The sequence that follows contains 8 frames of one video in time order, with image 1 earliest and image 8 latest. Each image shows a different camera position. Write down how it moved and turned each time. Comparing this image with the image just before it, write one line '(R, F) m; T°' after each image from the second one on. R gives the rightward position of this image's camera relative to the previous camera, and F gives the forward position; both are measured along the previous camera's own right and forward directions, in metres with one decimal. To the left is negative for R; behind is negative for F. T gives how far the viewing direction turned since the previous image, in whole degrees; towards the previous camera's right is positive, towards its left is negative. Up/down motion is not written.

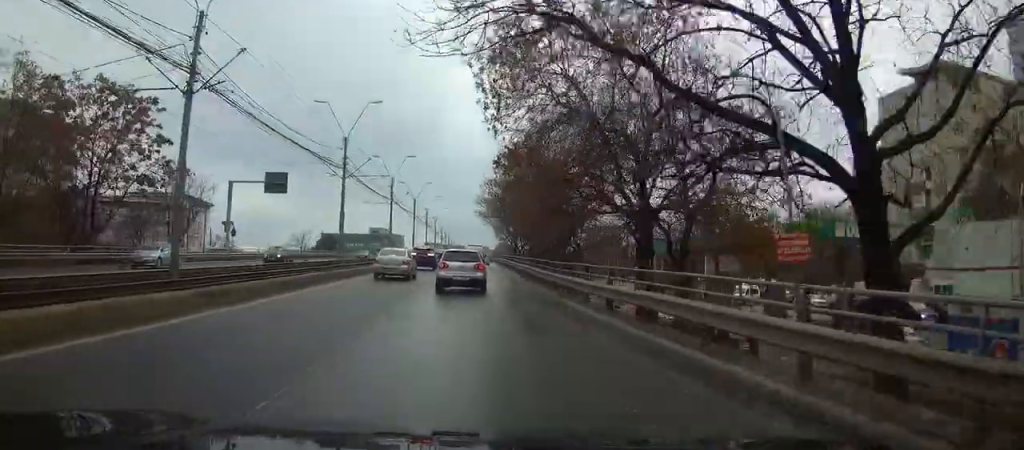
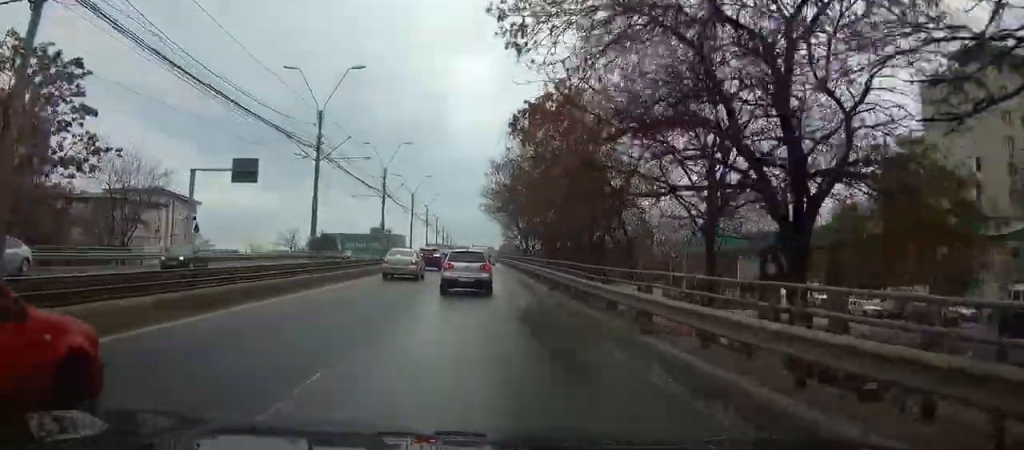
(0.0, +9.7) m; 0°
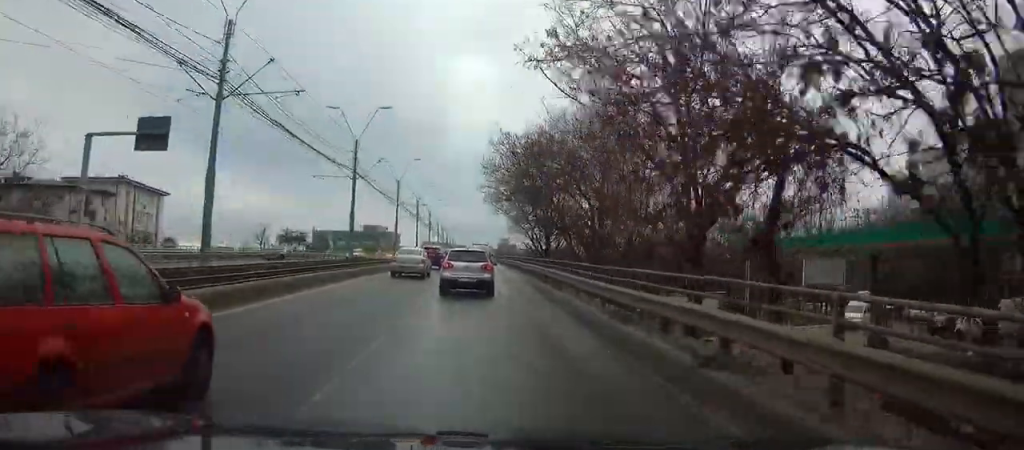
(-0.2, +15.3) m; 0°
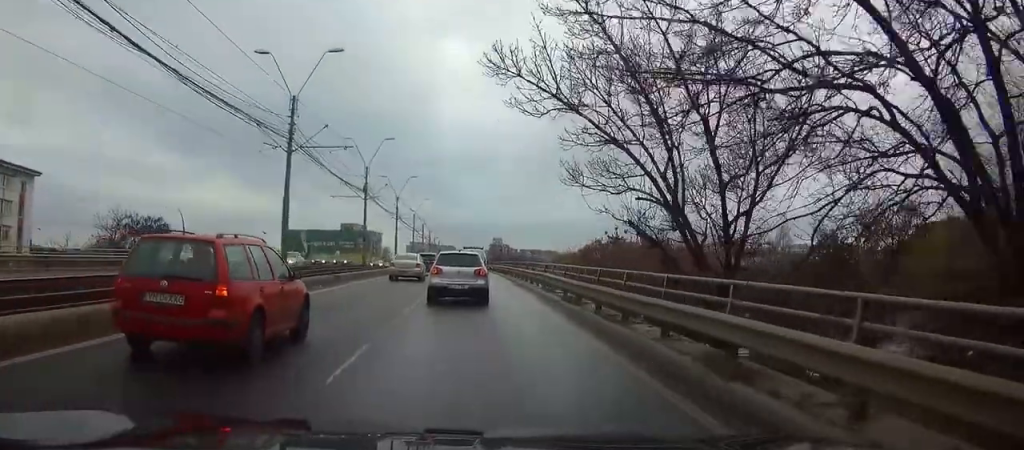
(+0.7, +43.3) m; +1°
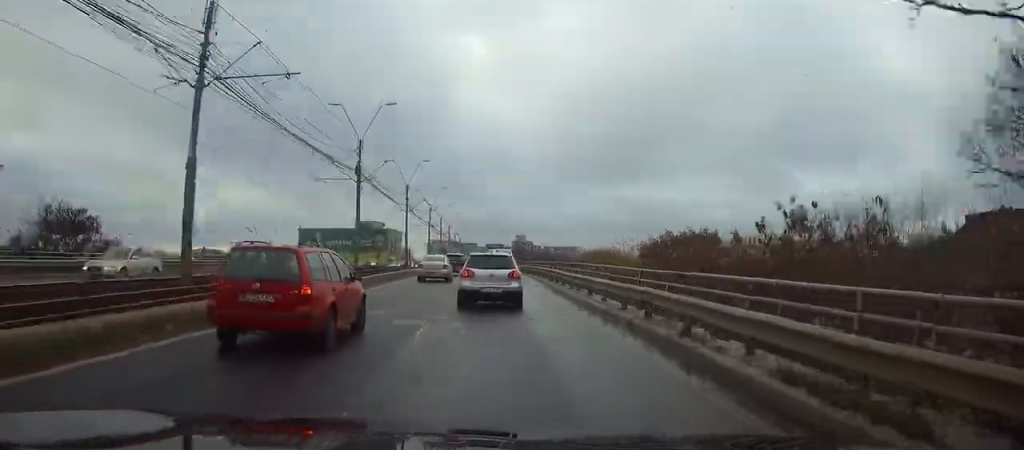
(0.0, +14.5) m; -1°
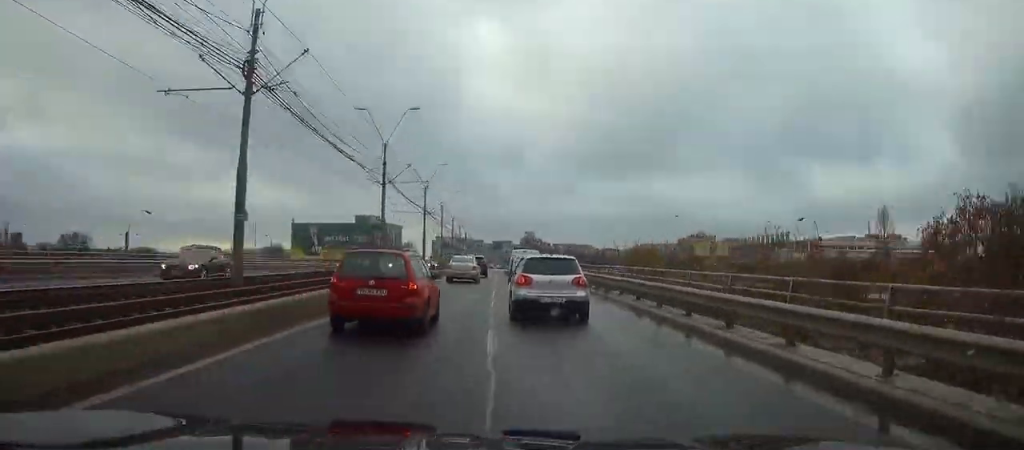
(-0.5, +25.8) m; -1°
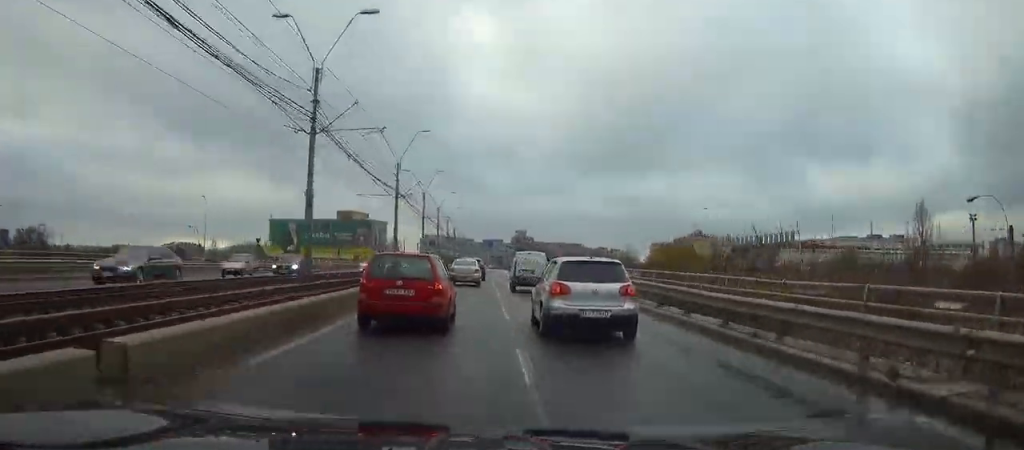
(0.0, +19.7) m; 0°
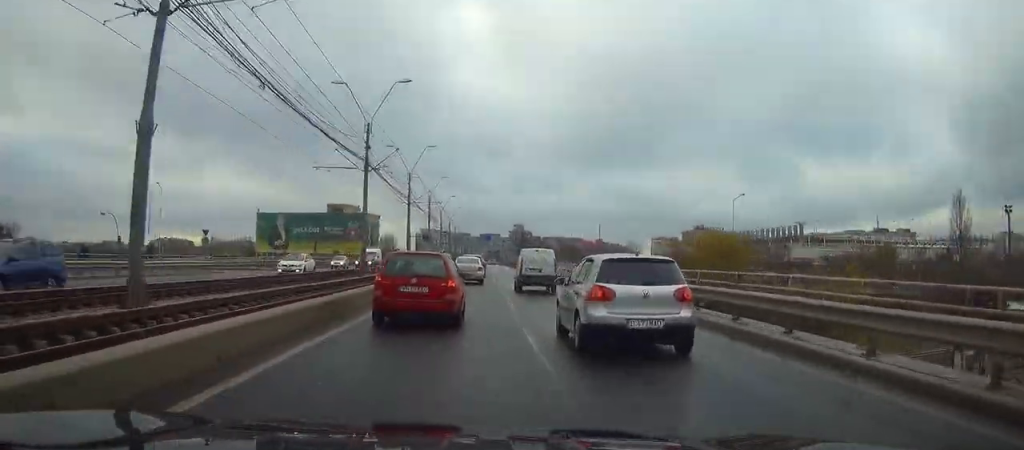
(0.0, +14.9) m; 0°
